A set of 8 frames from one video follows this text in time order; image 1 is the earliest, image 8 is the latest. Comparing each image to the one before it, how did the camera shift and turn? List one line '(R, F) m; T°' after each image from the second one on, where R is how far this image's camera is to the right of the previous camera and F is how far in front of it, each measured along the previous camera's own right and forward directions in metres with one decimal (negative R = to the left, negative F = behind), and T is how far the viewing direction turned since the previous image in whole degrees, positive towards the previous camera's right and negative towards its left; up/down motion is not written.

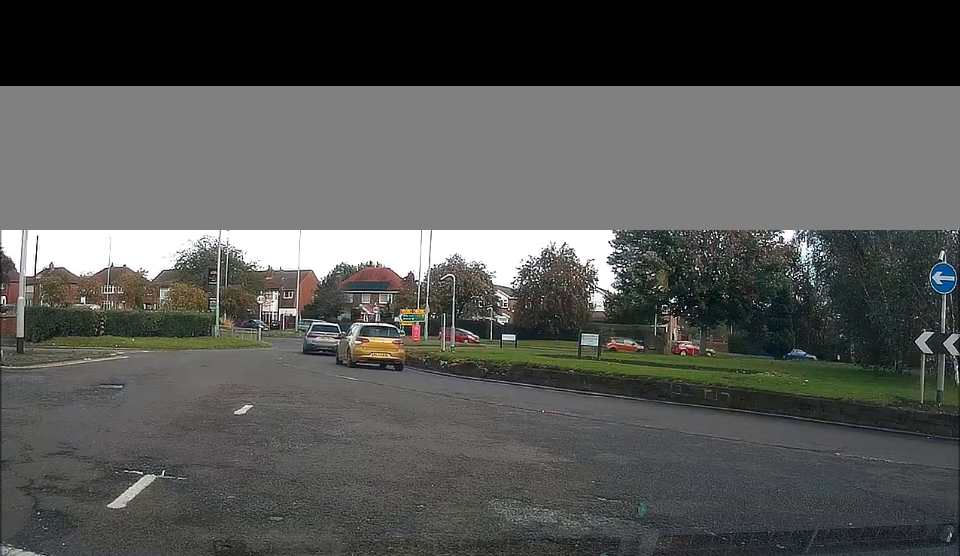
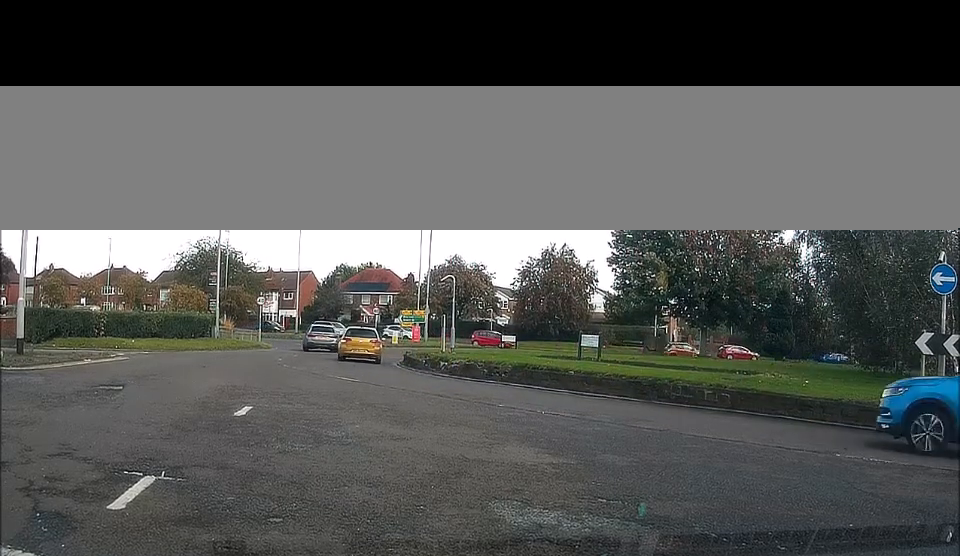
(0.0, 0.0) m; 0°
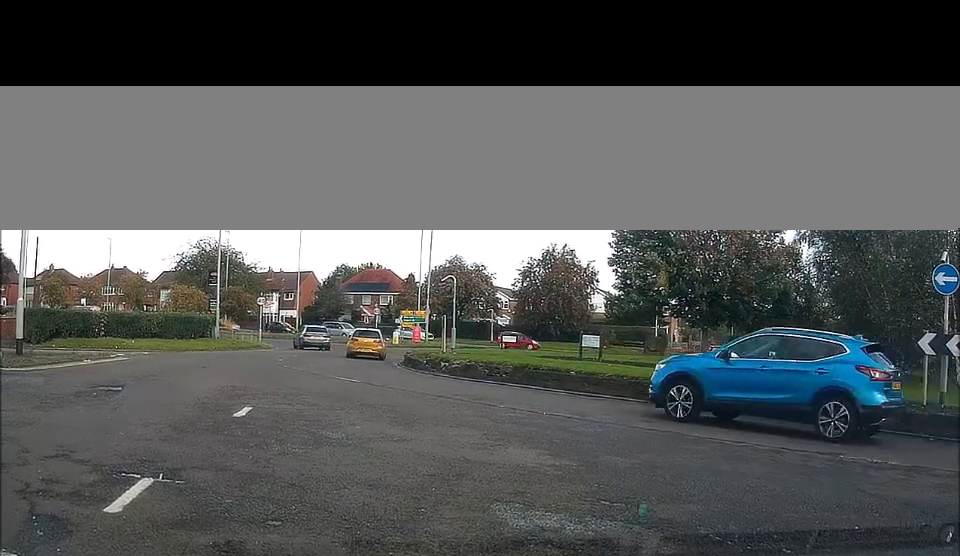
(0.0, 0.0) m; 0°
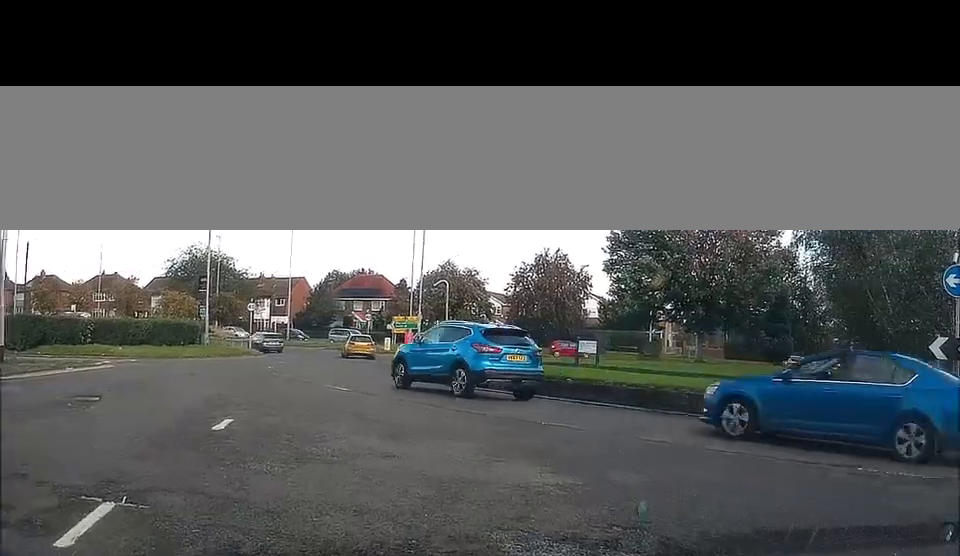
(0.0, 0.0) m; 0°
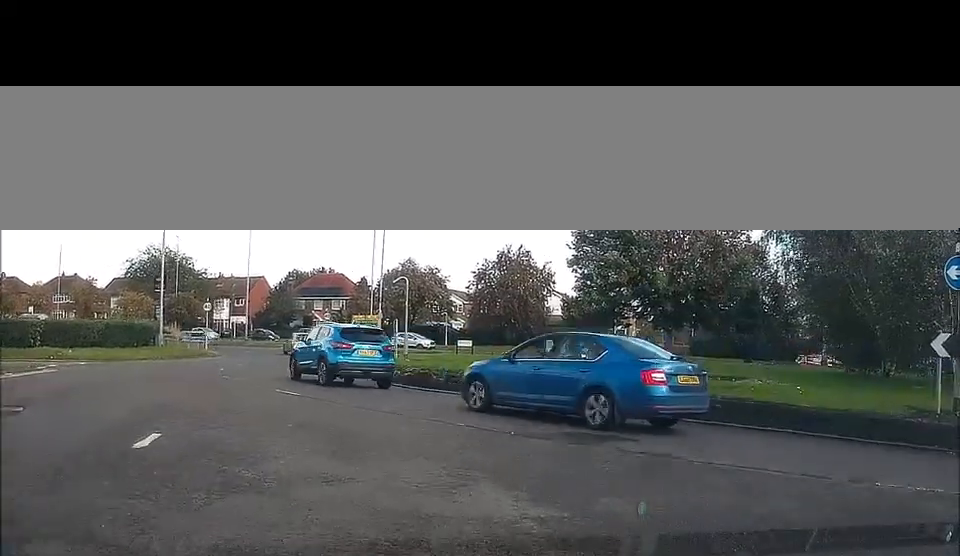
(0.0, +0.4) m; +1°
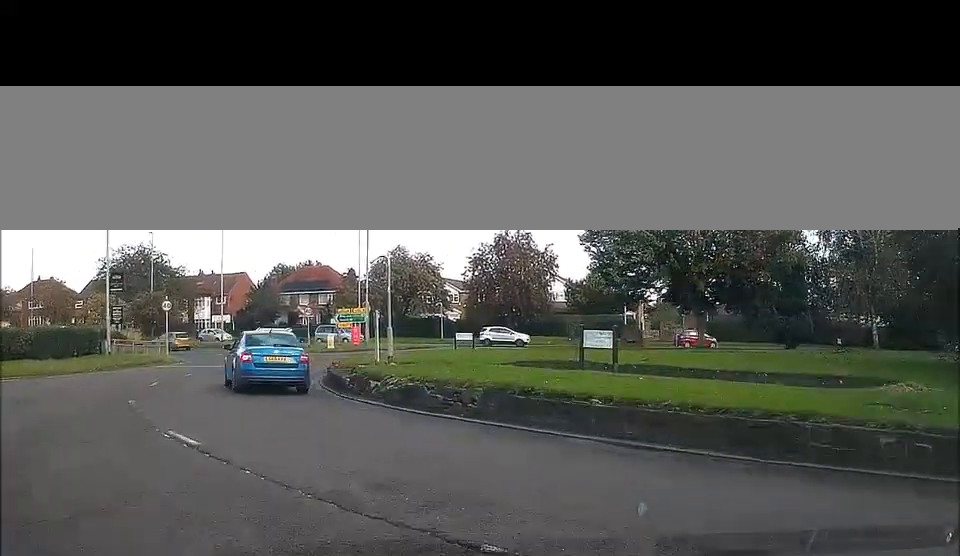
(+0.1, +2.9) m; -1°
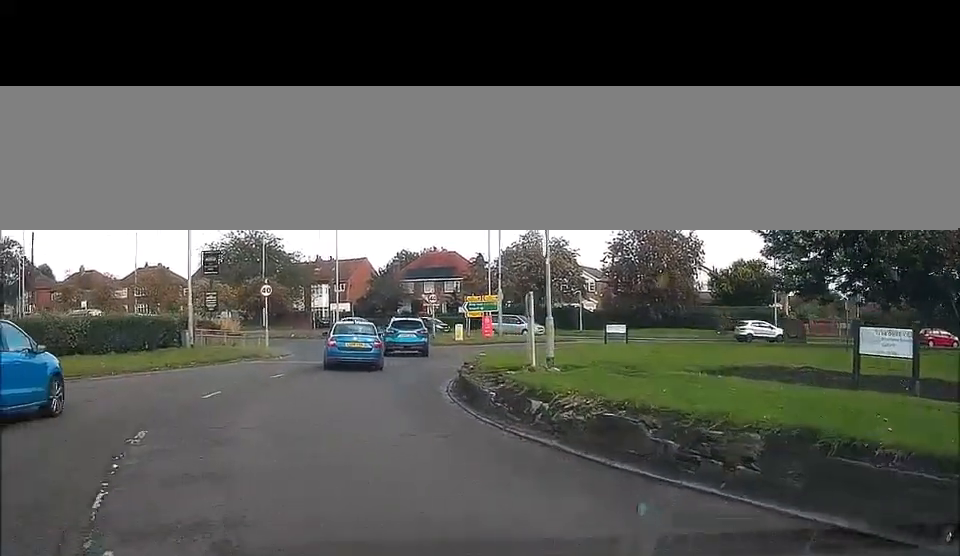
(-0.1, +4.9) m; -2°
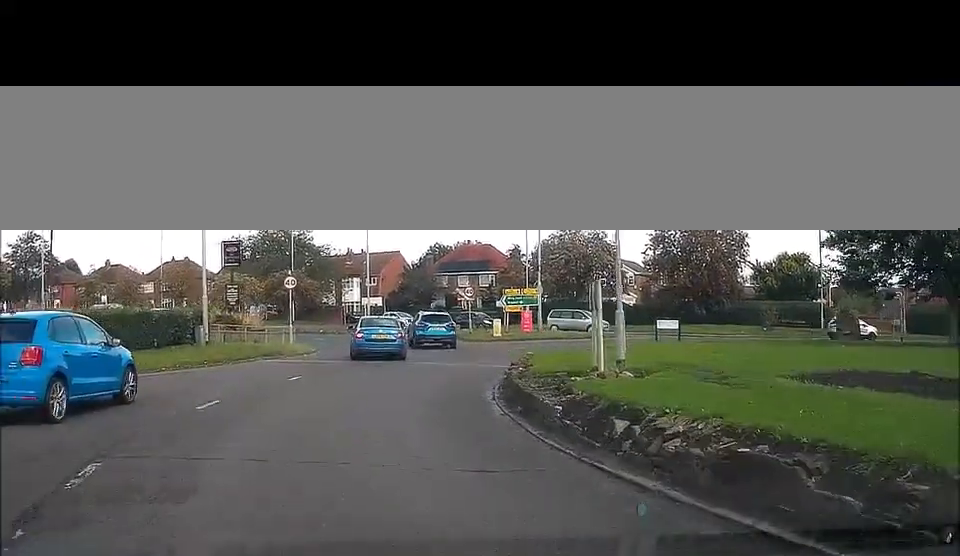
(0.0, +2.5) m; -2°
